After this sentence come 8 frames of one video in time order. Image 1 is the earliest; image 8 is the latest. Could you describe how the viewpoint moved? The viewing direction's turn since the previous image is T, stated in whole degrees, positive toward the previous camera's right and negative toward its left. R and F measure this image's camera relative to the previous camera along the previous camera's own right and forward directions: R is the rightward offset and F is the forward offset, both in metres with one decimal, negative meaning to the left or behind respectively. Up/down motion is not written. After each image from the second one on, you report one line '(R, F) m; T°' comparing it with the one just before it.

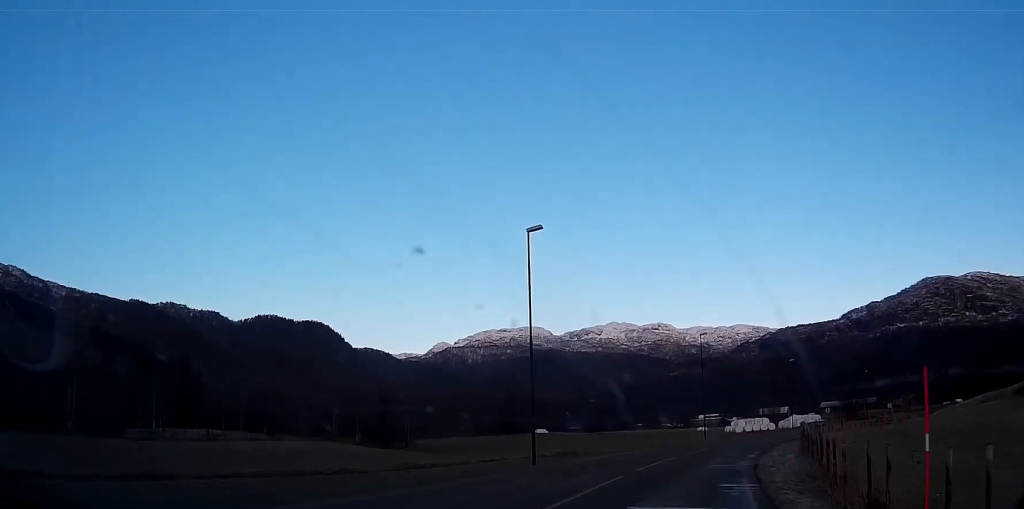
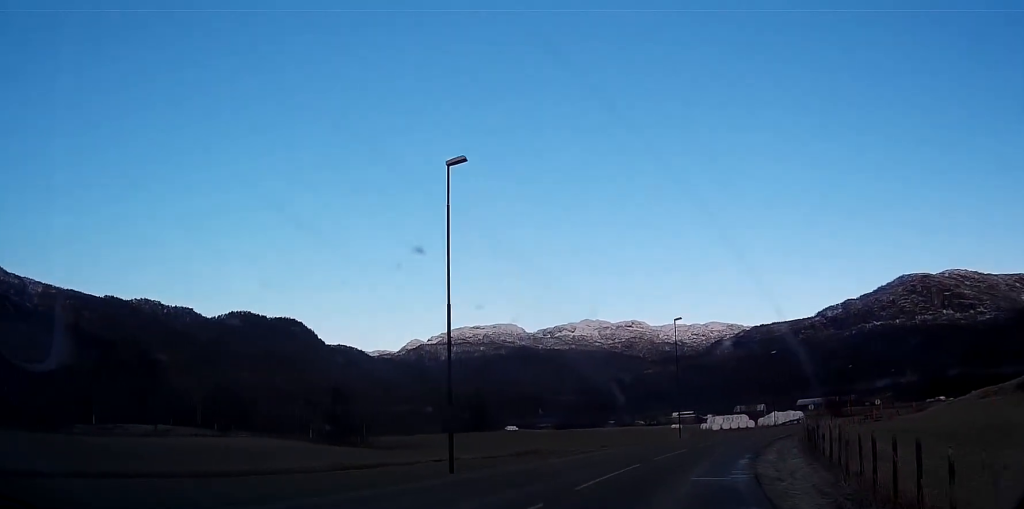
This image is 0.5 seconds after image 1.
(0.0, +8.2) m; +2°
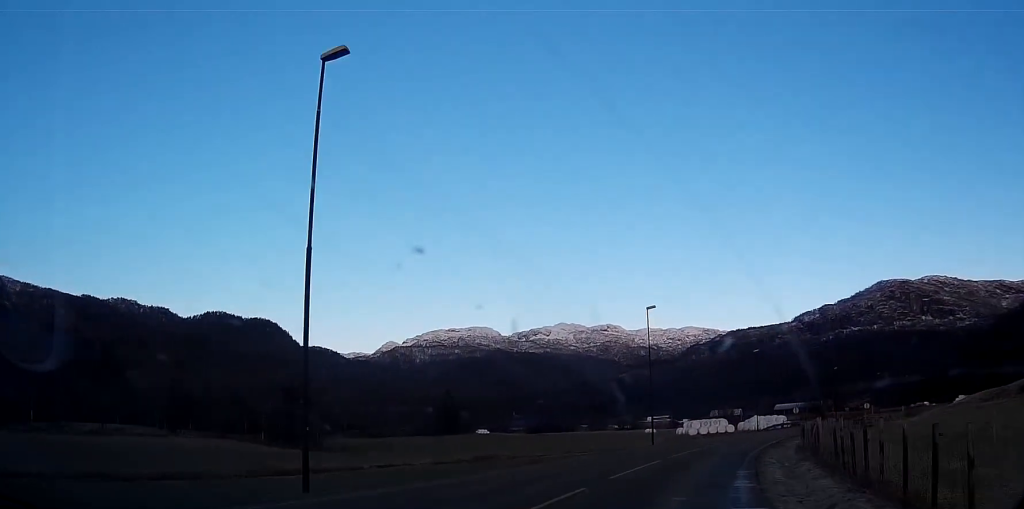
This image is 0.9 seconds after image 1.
(+0.2, +8.2) m; +3°
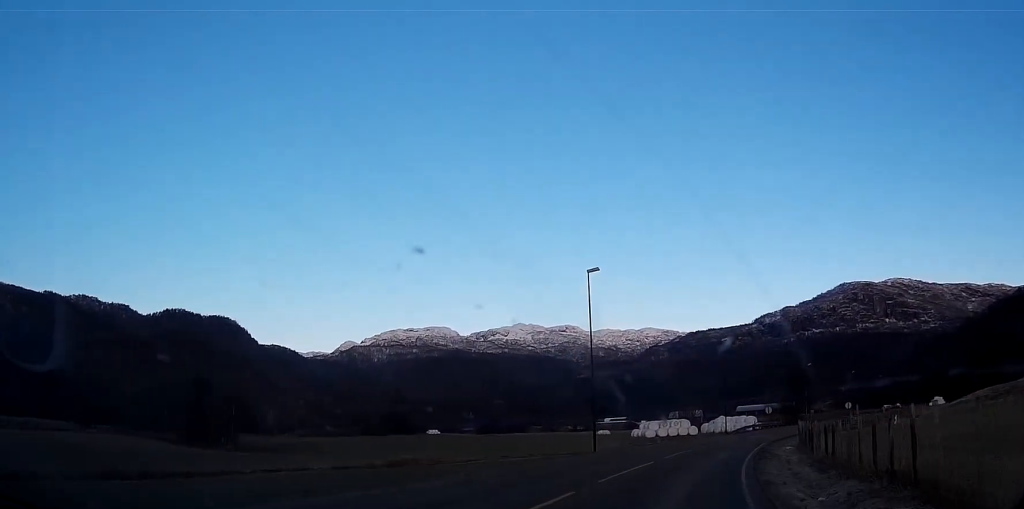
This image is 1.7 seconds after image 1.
(+0.5, +13.4) m; +4°
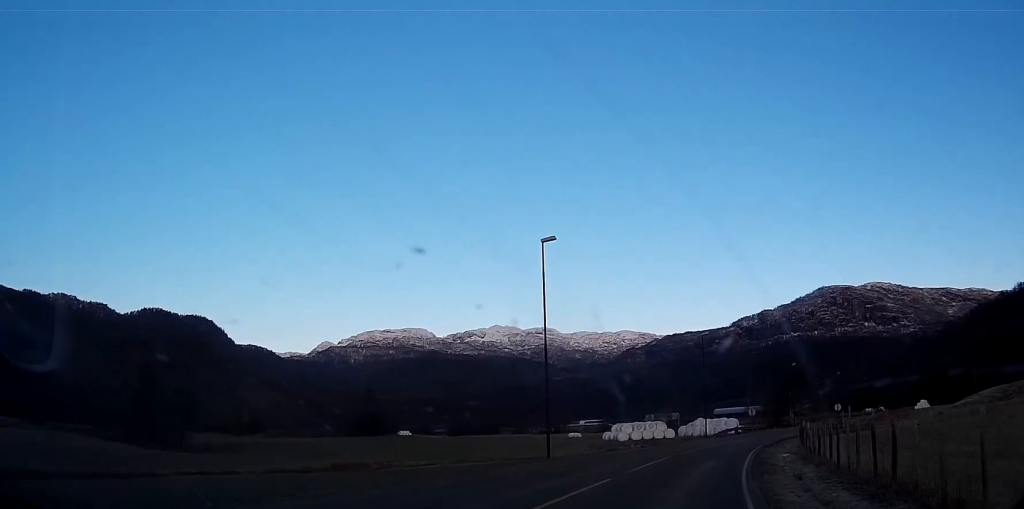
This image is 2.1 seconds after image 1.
(+0.2, +7.5) m; +3°
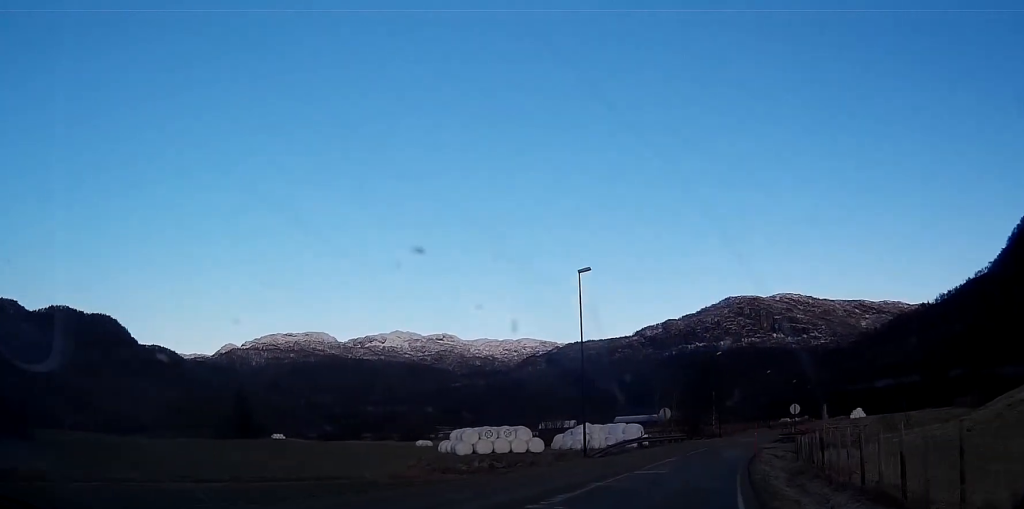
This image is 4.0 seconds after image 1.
(+1.6, +32.1) m; +5°
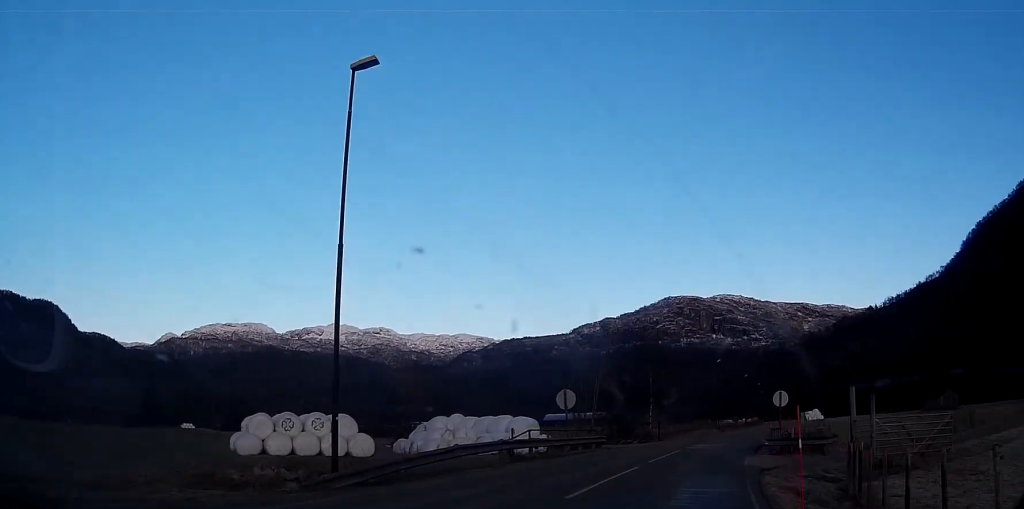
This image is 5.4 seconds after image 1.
(+1.0, +23.4) m; +6°
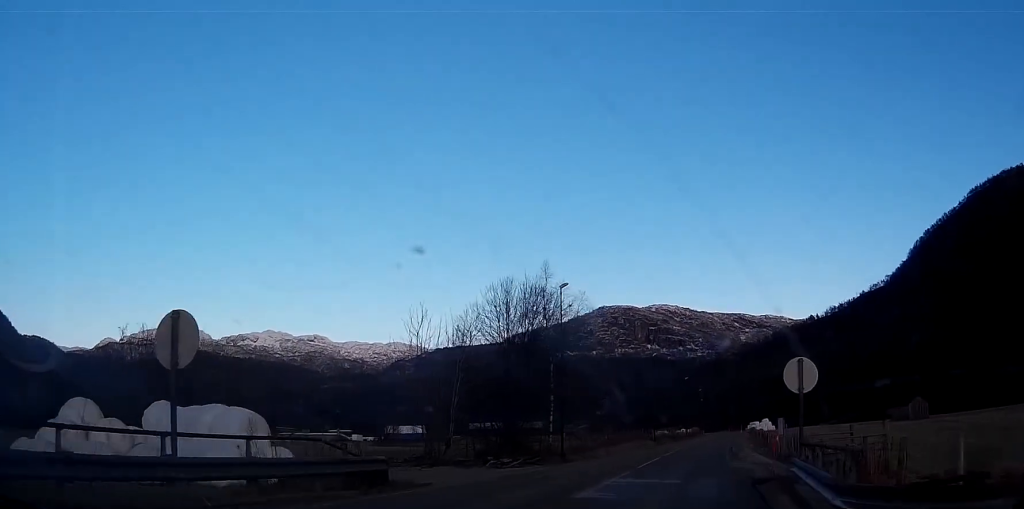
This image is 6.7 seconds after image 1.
(+0.8, +23.0) m; +3°
